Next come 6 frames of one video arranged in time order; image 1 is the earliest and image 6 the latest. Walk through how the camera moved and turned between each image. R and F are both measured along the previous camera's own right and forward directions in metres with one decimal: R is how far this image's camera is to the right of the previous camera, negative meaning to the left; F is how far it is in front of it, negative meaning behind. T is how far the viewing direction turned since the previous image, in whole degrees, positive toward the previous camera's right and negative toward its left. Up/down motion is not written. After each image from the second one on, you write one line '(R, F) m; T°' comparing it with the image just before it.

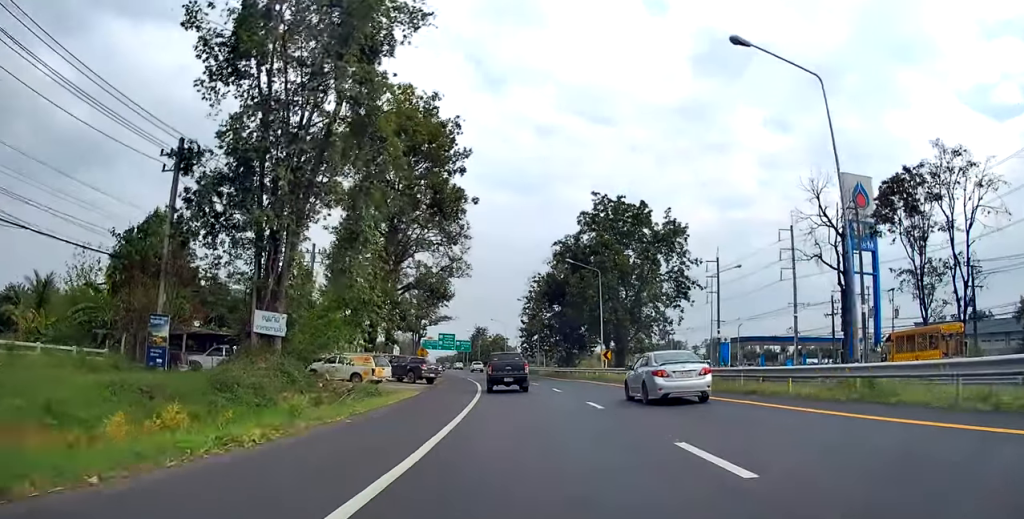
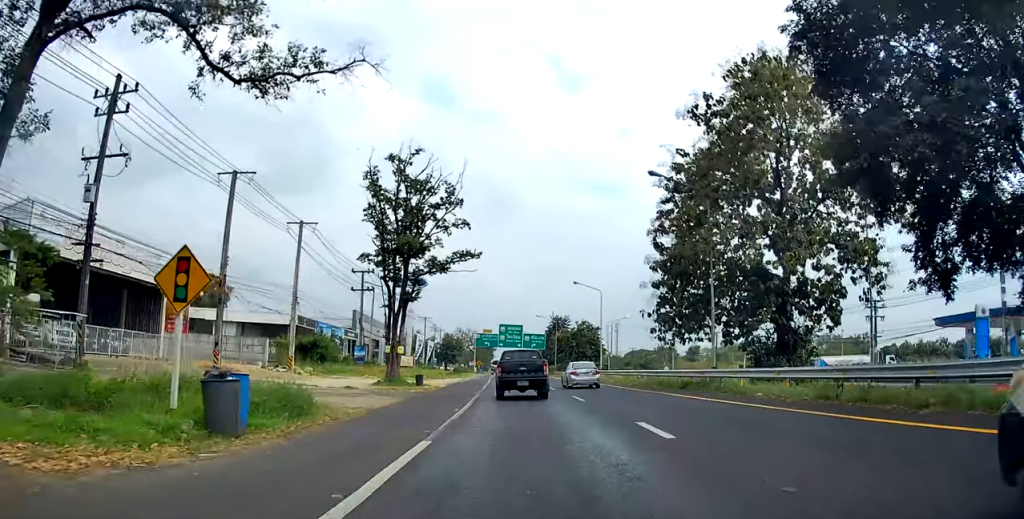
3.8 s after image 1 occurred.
(-3.4, +55.3) m; -7°
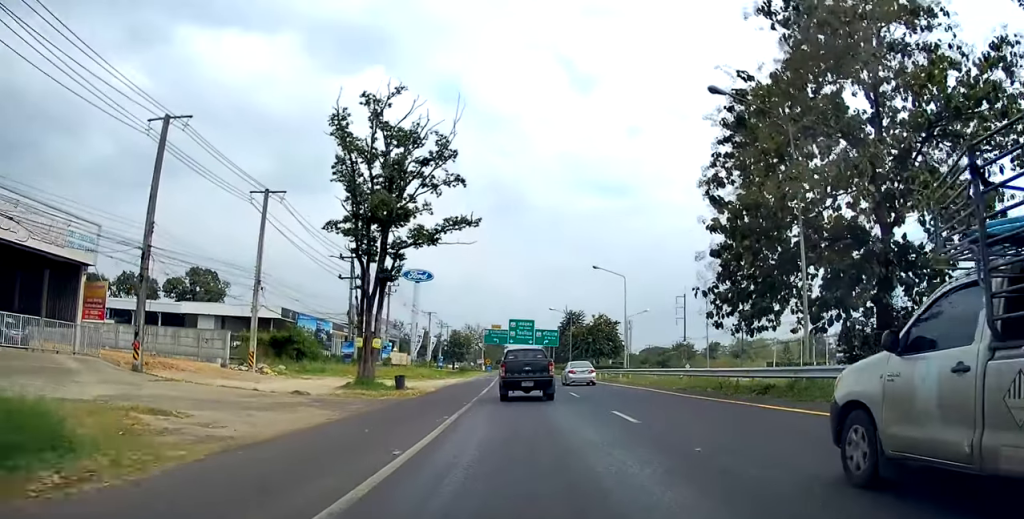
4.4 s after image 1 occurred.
(-0.2, +8.7) m; +1°
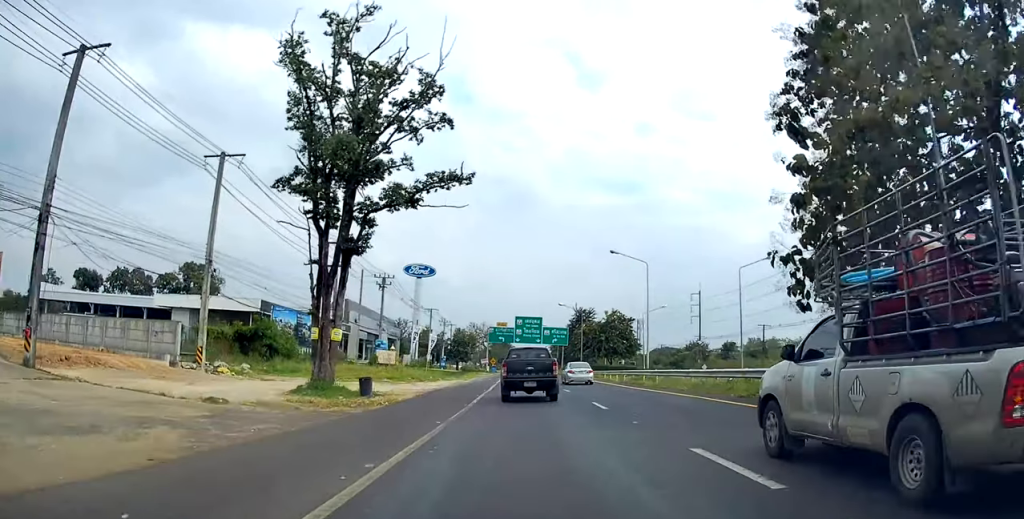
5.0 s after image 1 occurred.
(0.0, +7.5) m; +1°
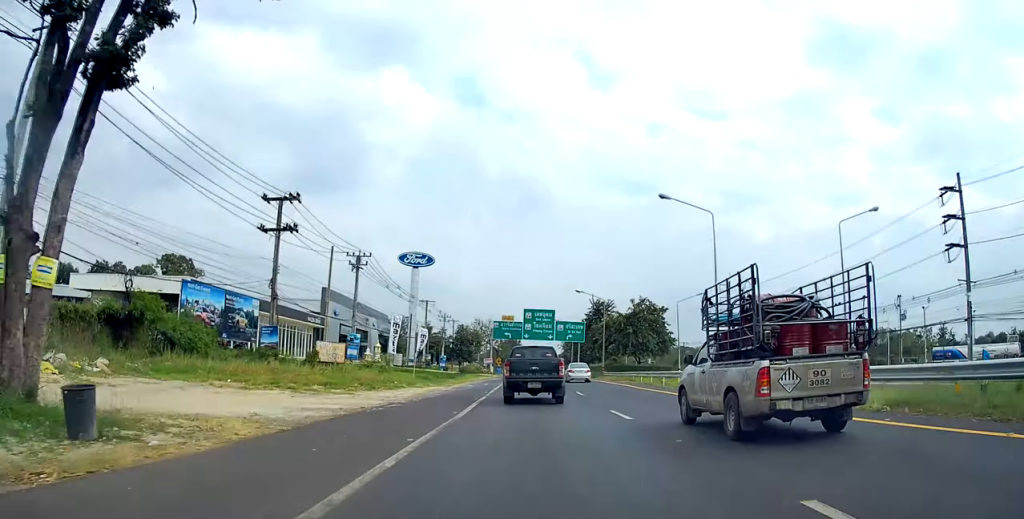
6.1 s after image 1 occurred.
(+0.3, +14.8) m; 0°
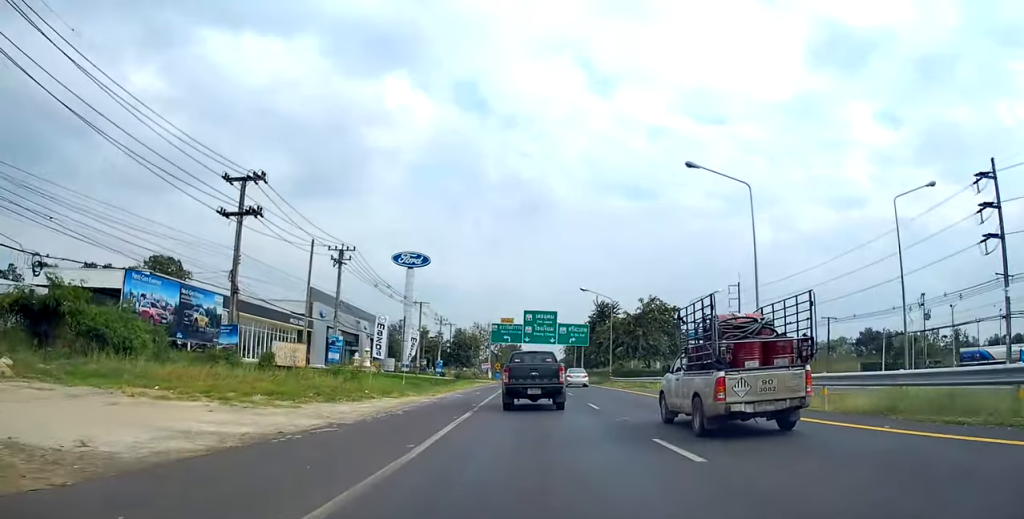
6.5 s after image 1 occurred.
(-0.3, +5.7) m; 0°
